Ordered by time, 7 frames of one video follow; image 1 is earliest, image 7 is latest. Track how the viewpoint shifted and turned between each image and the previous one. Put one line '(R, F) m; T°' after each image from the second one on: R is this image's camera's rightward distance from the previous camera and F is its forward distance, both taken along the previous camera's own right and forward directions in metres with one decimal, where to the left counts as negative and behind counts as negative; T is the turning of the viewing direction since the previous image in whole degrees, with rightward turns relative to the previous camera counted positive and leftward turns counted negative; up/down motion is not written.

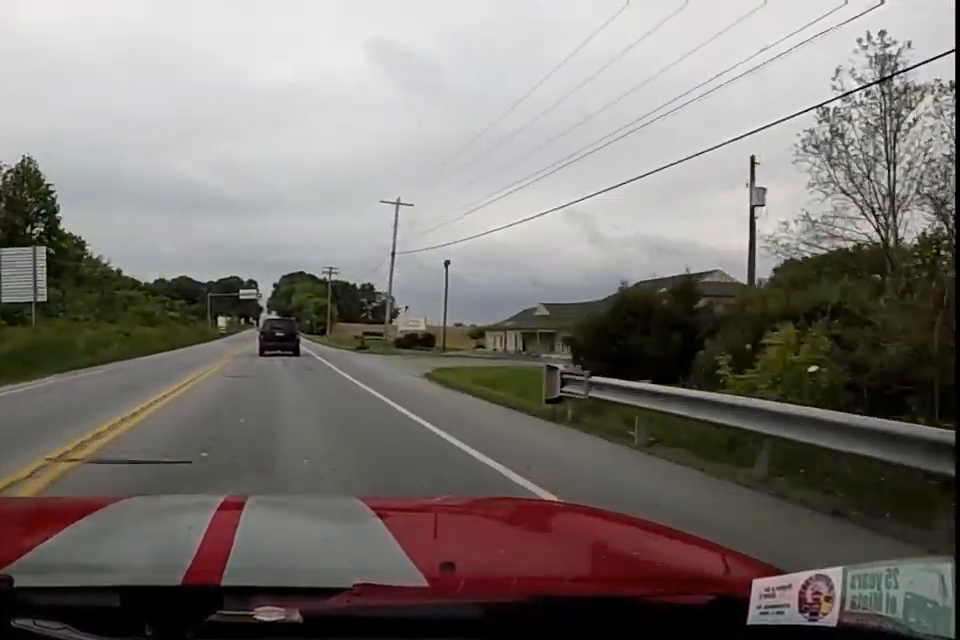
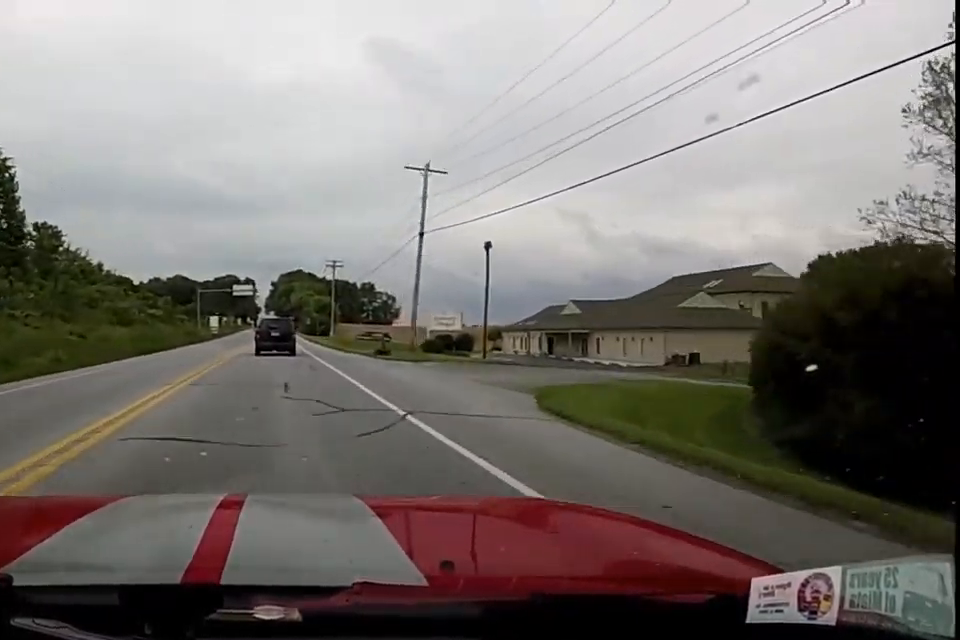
(0.0, +9.3) m; 0°
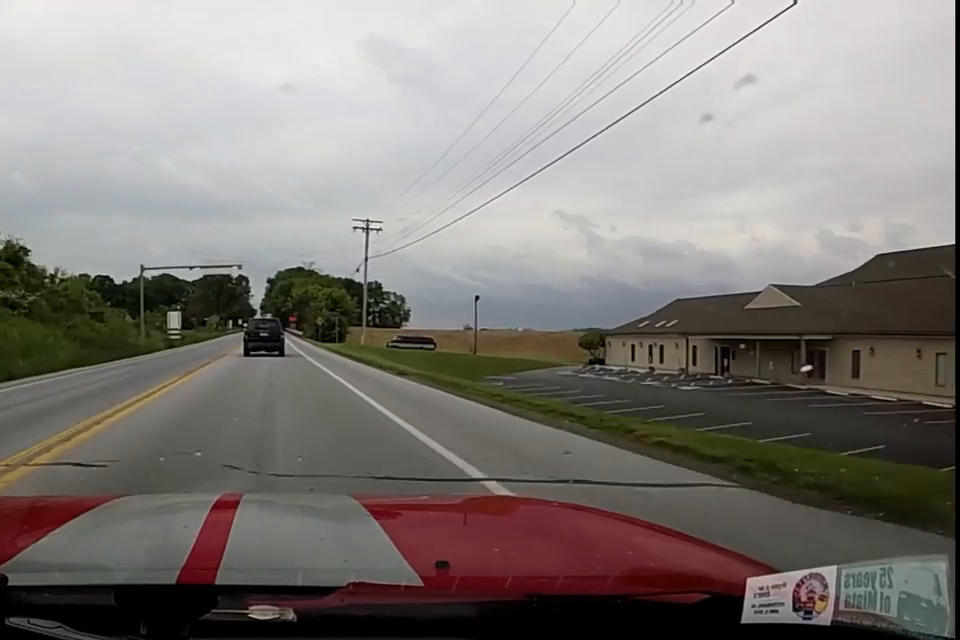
(0.0, +33.2) m; 0°
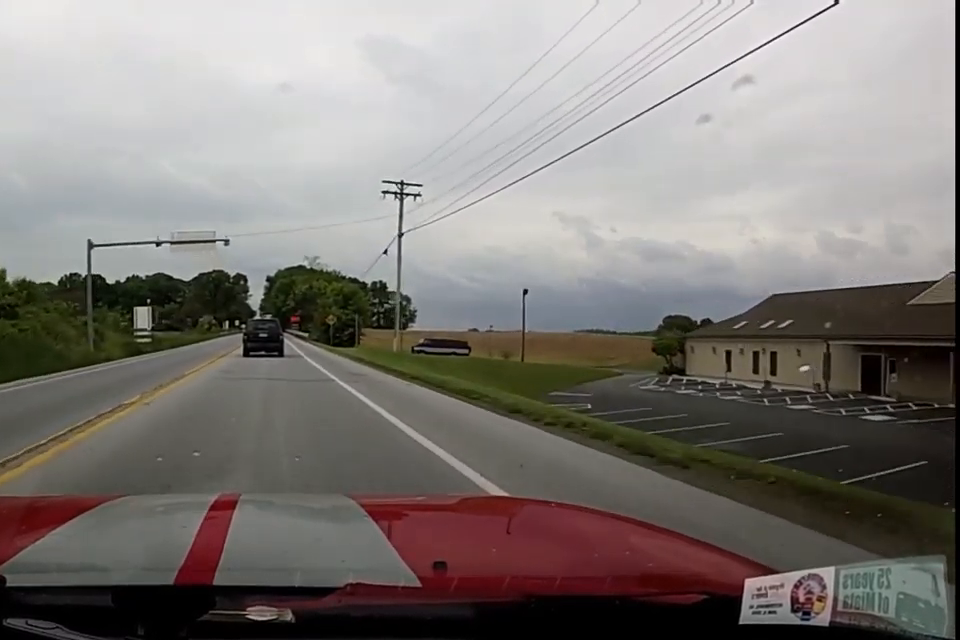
(0.0, +13.9) m; 0°
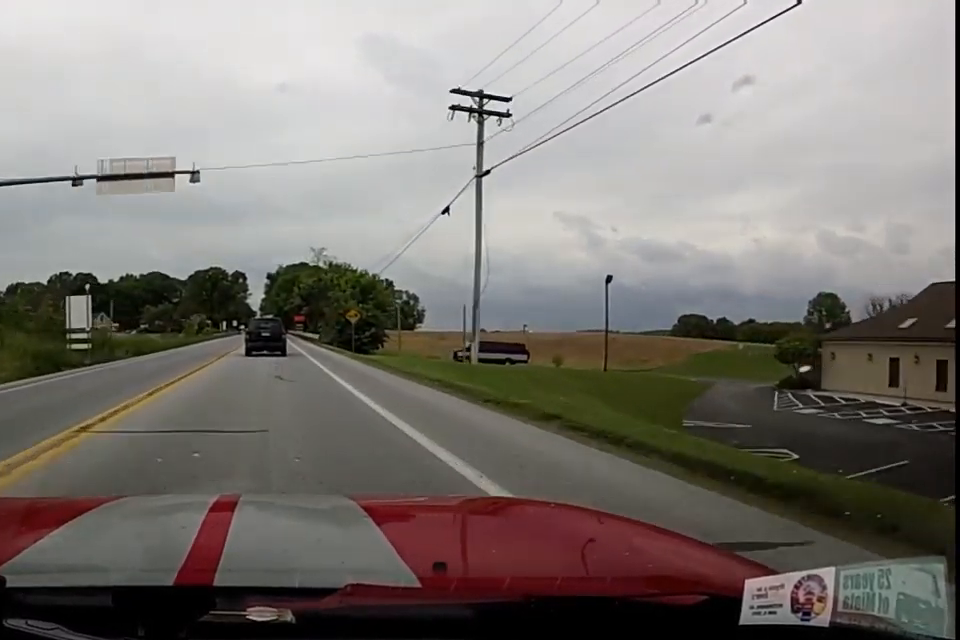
(0.0, +14.6) m; +1°
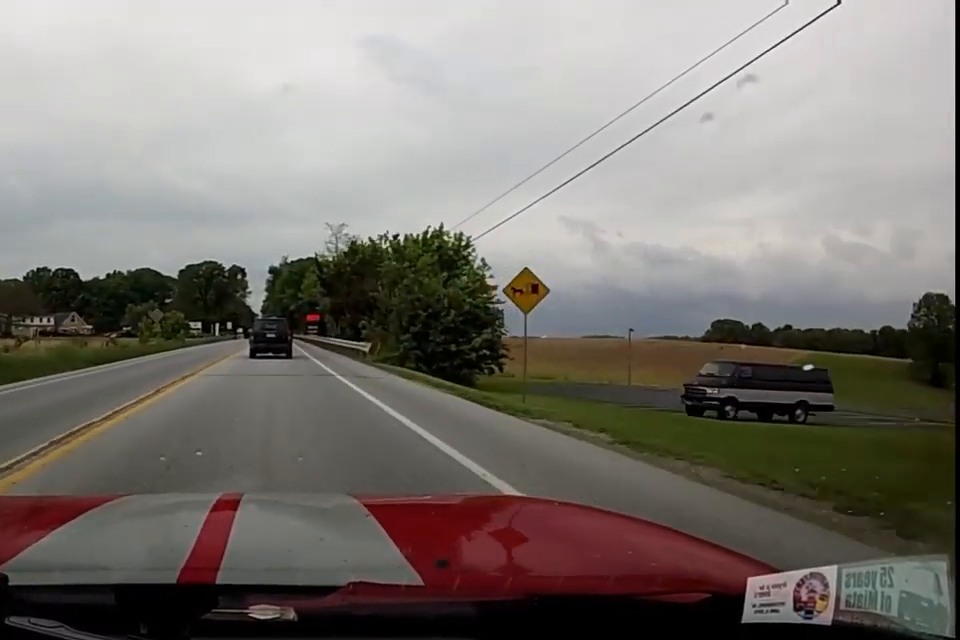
(+1.3, +28.3) m; +3°
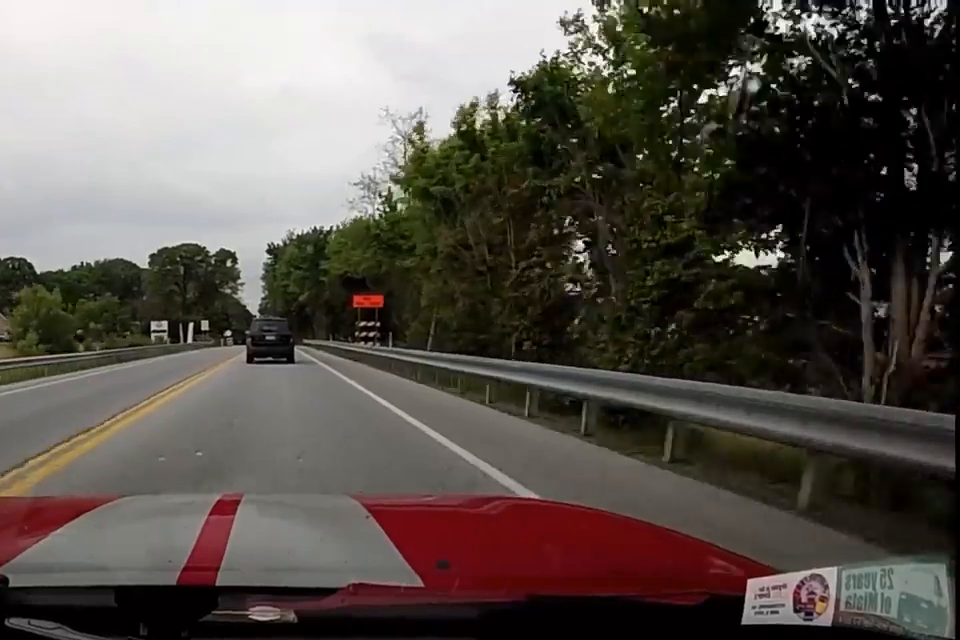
(-1.9, +43.6) m; 0°
